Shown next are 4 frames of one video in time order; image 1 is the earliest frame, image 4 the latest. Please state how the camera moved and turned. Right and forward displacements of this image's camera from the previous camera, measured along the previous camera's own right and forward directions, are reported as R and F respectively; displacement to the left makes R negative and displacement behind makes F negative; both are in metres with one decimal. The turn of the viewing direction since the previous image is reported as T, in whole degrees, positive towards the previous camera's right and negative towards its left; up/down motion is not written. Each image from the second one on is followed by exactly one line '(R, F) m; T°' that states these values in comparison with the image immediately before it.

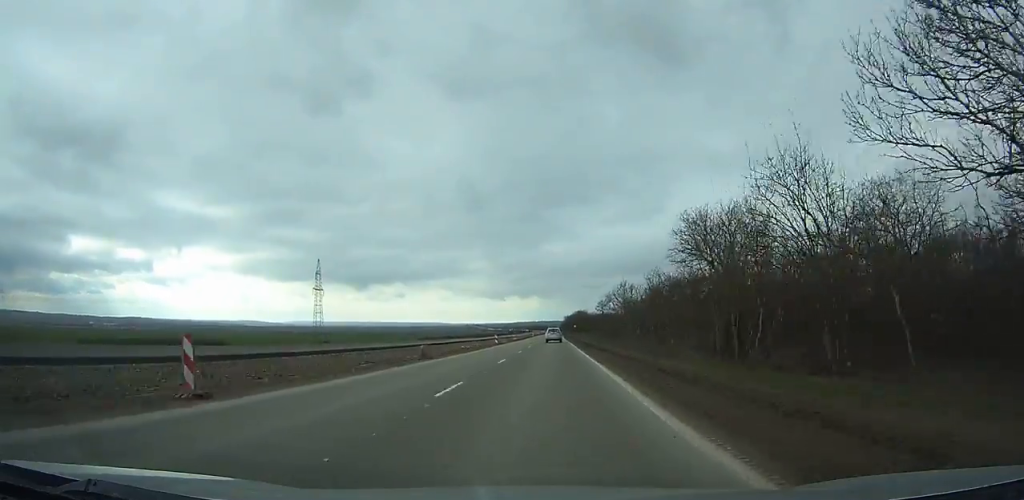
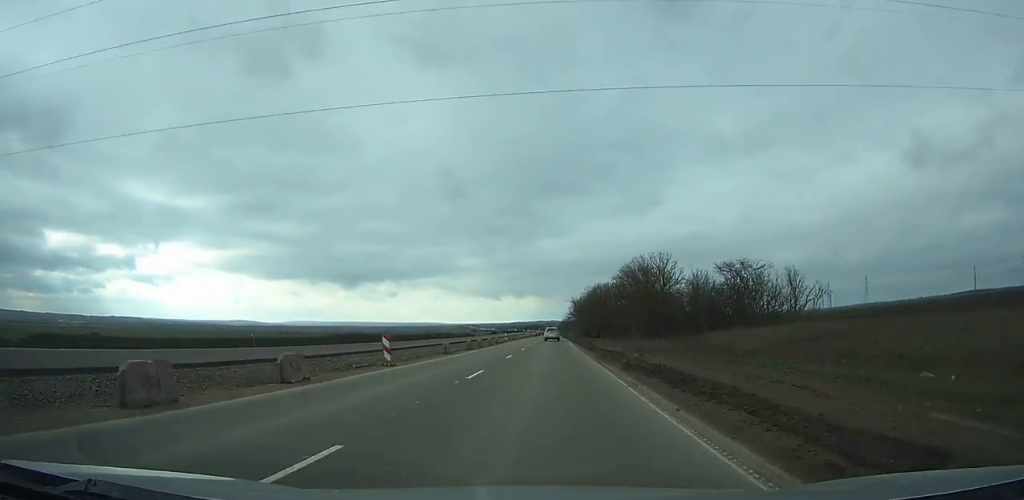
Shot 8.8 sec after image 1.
(+1.3, +188.7) m; 0°
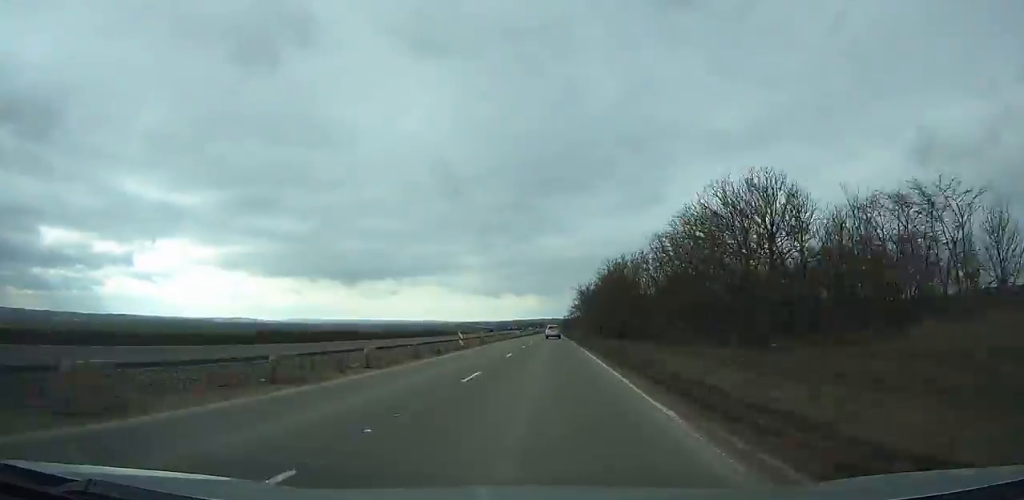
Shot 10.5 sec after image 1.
(-0.1, +37.0) m; 0°
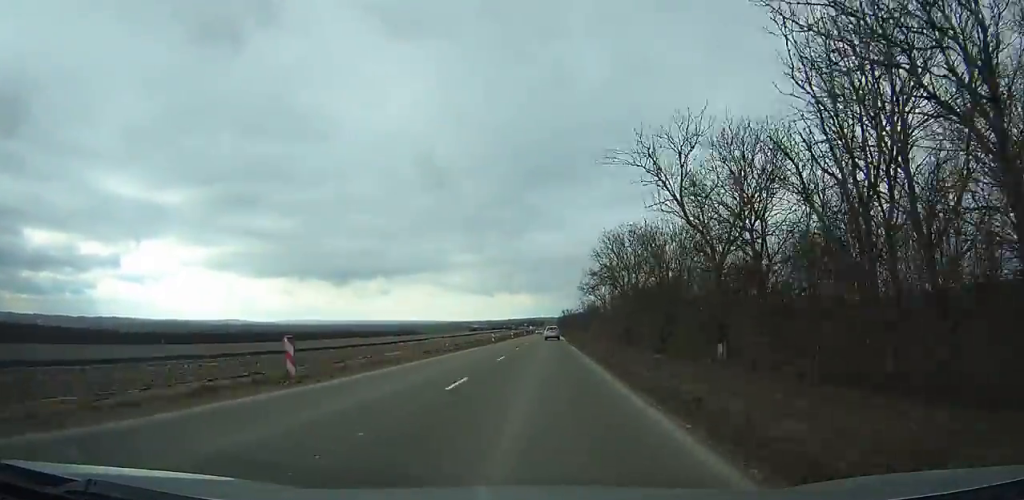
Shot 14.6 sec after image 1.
(-0.3, +85.5) m; 0°
